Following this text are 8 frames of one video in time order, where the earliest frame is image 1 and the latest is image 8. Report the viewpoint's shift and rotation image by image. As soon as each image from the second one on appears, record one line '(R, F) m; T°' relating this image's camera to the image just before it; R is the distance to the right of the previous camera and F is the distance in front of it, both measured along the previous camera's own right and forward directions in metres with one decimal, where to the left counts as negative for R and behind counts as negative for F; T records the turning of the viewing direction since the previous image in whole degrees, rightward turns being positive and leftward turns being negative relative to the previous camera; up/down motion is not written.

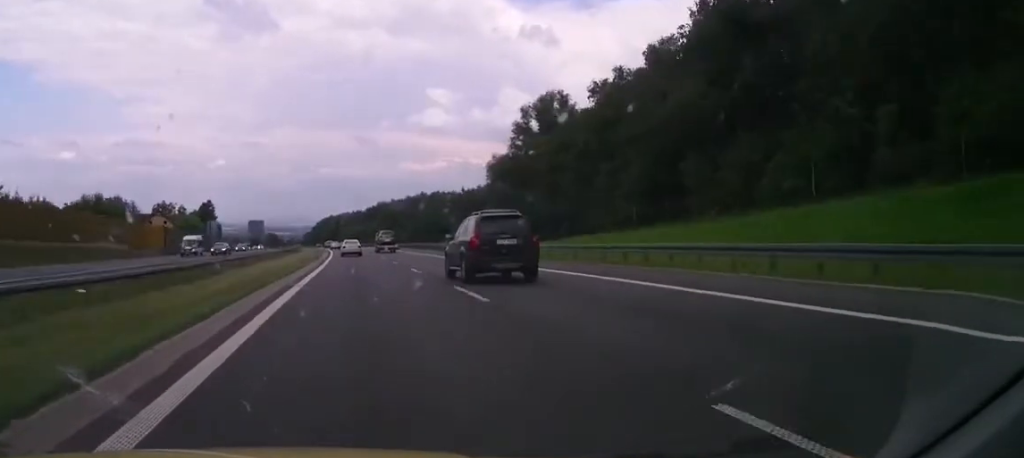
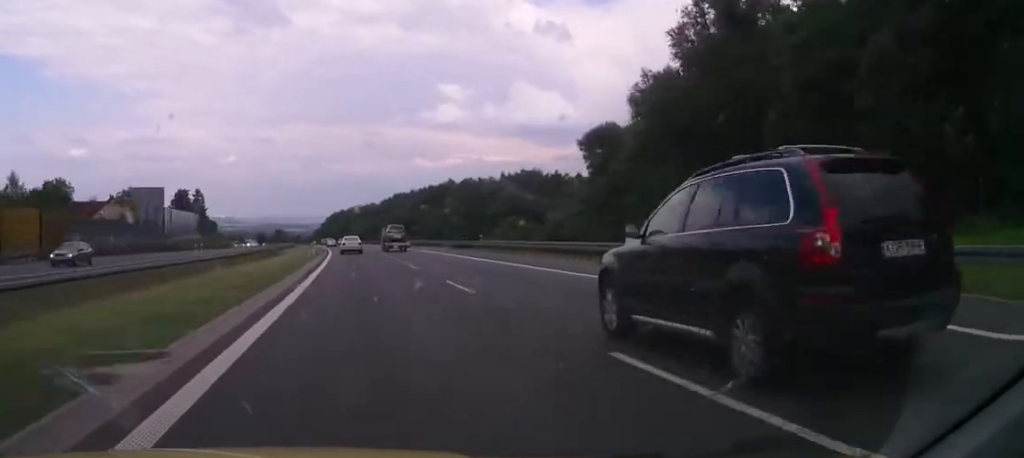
(0.0, +47.3) m; 0°
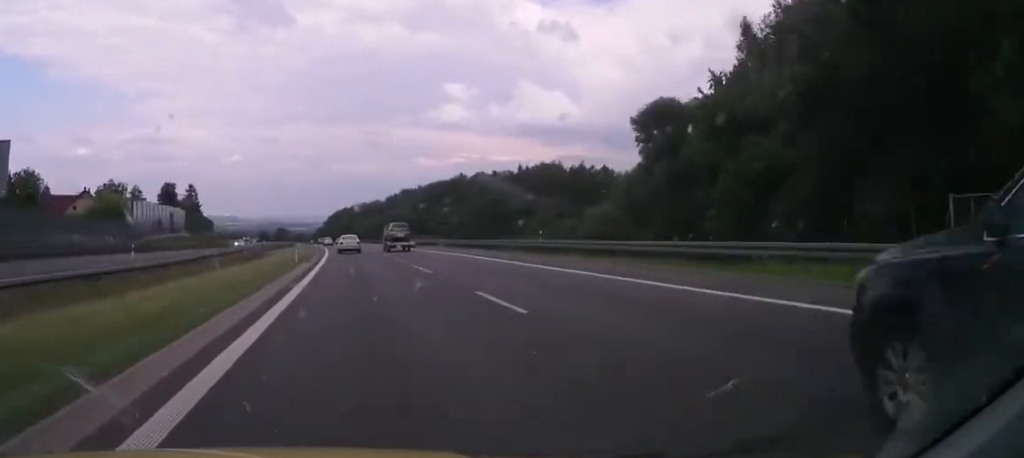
(0.0, +16.1) m; 0°
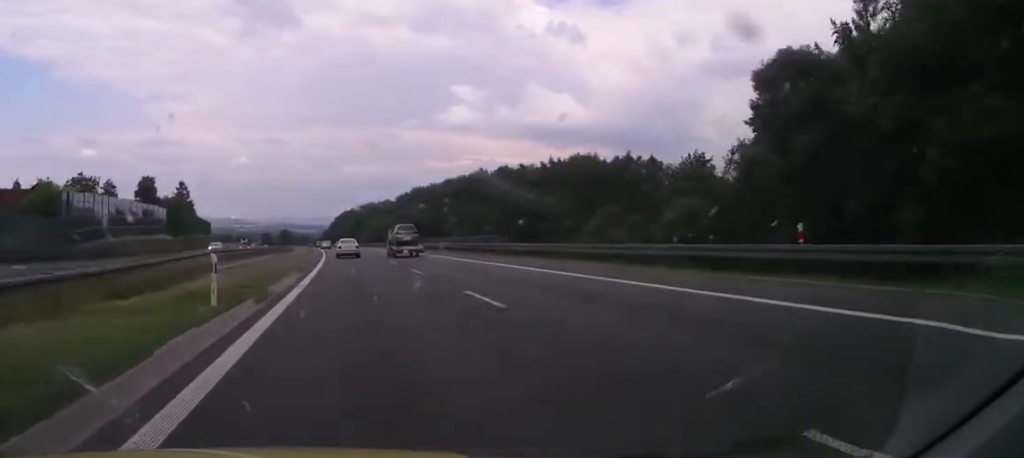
(-0.1, +20.5) m; -1°
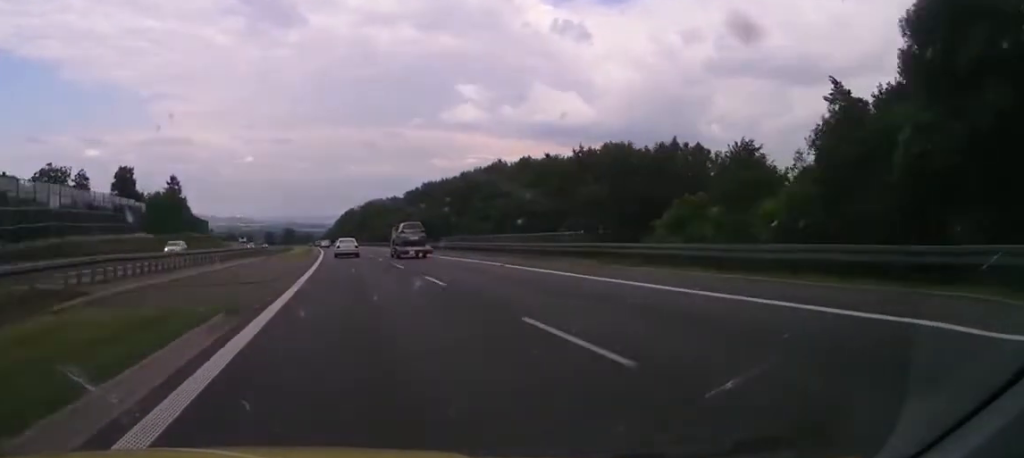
(-0.1, +15.8) m; -1°
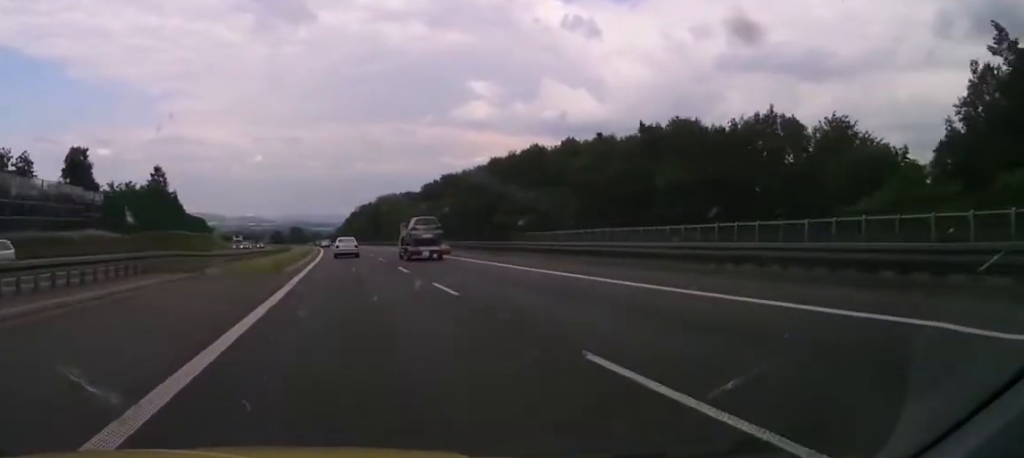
(-0.3, +23.5) m; -2°
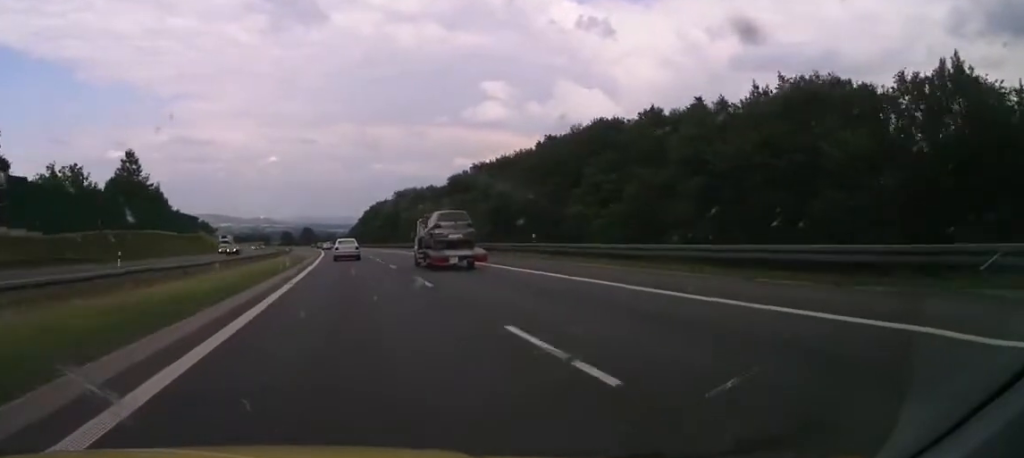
(-0.6, +31.1) m; -1°
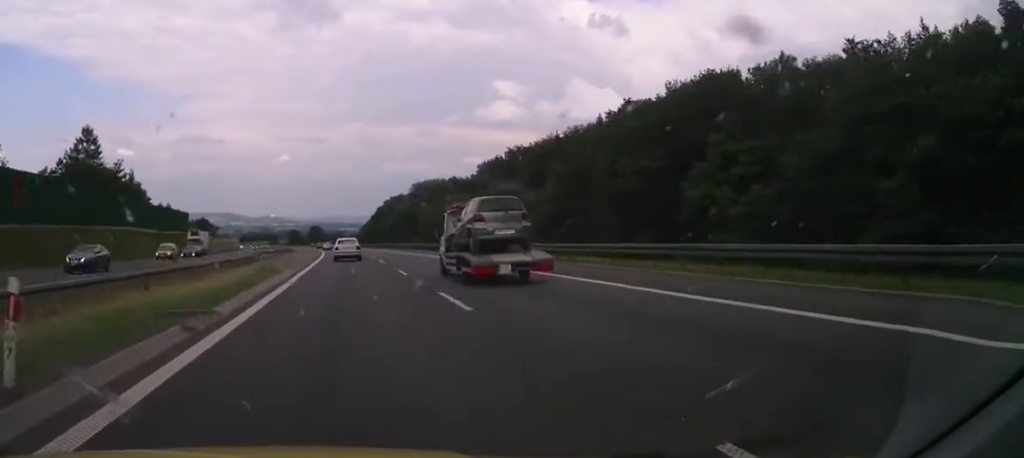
(-0.1, +28.7) m; 0°
